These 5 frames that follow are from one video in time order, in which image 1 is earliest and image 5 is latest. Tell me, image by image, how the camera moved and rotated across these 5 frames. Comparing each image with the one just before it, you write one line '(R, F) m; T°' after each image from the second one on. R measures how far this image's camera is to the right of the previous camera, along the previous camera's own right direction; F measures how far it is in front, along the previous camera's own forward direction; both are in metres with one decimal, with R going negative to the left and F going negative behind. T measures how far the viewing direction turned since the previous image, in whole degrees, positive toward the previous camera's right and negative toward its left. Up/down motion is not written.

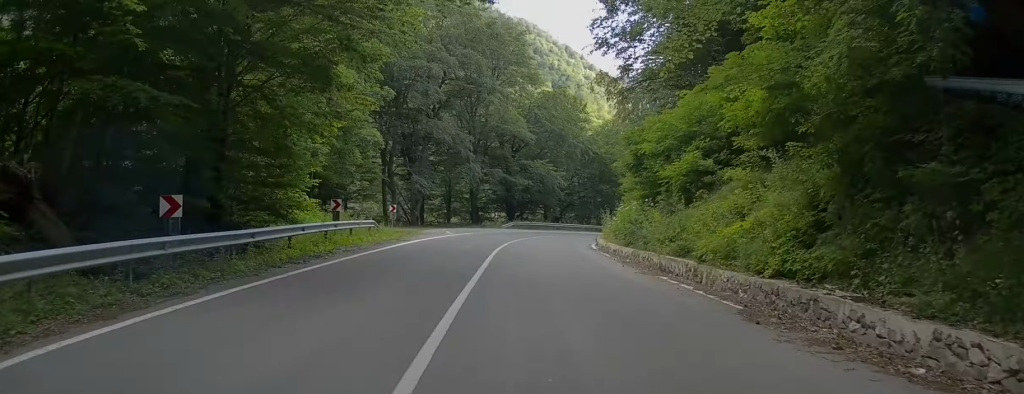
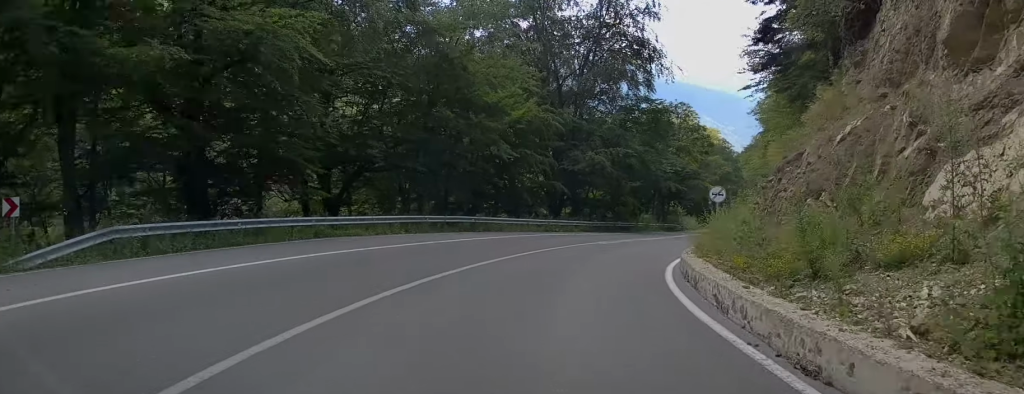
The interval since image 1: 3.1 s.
(+0.6, +48.3) m; +9°
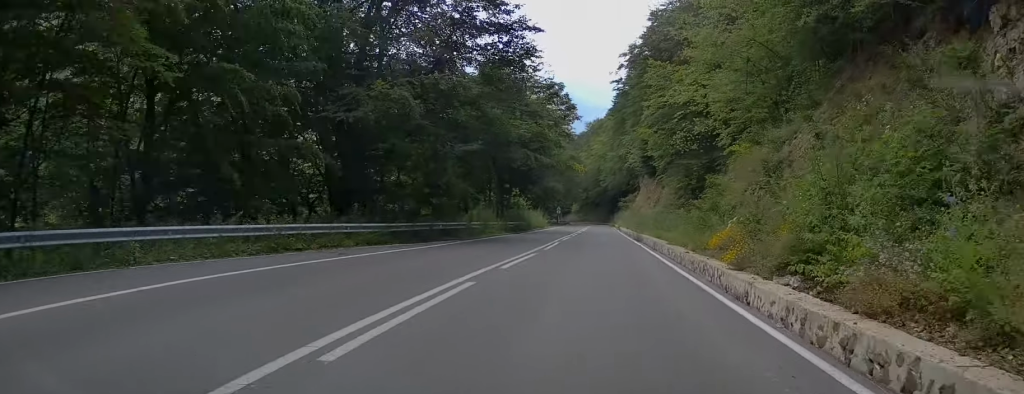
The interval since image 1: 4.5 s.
(+1.9, +22.0) m; +10°
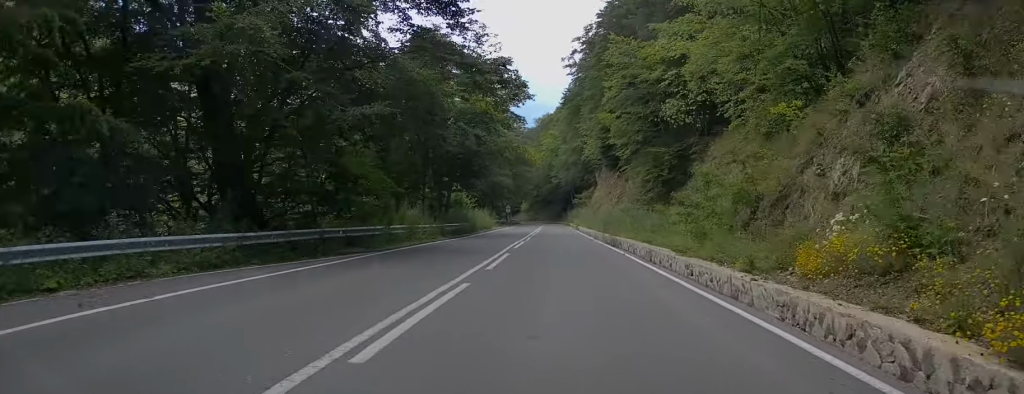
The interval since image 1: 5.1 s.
(+0.4, +8.7) m; +5°
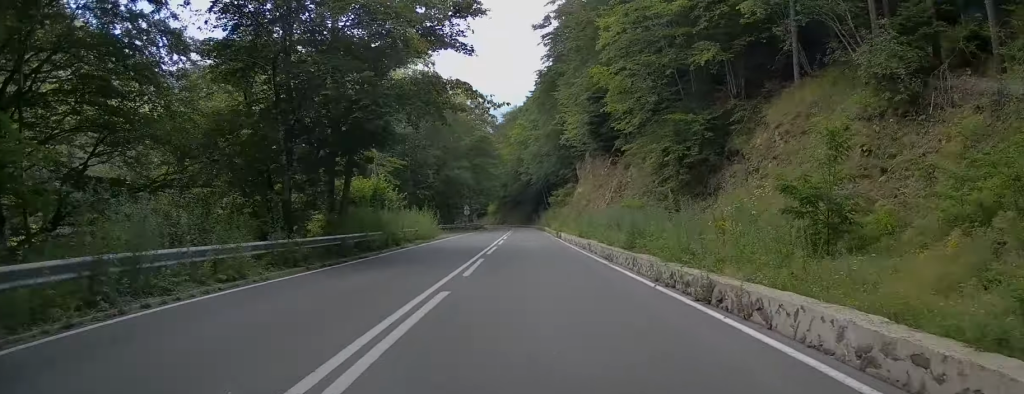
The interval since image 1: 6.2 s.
(+1.6, +18.4) m; +7°
